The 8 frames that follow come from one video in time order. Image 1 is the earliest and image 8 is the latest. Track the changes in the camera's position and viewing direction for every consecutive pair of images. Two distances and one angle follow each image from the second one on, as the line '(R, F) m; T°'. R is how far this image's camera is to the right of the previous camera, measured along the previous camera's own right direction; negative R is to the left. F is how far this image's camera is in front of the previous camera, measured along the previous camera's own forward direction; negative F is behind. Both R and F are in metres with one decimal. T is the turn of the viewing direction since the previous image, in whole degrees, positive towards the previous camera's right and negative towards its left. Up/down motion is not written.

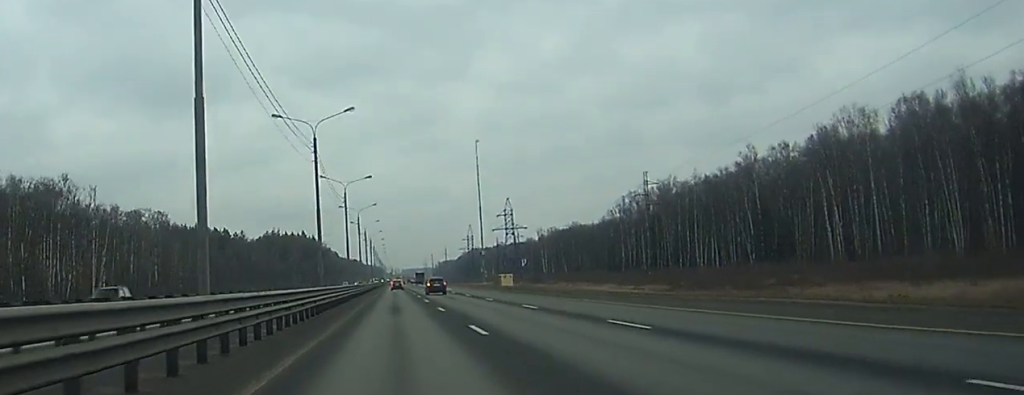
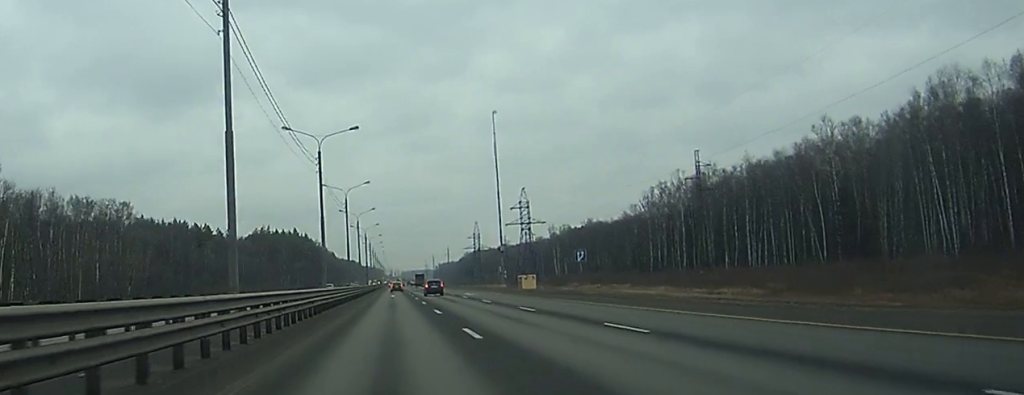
(+0.1, +32.8) m; 0°
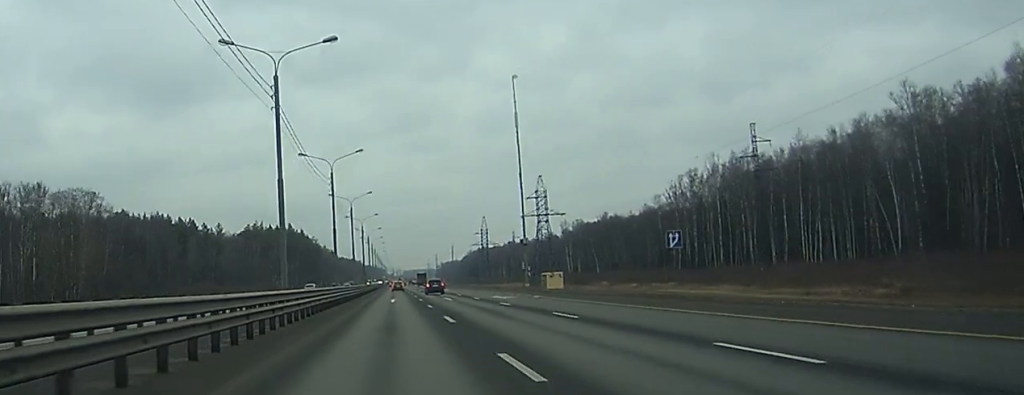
(0.0, +24.7) m; 0°
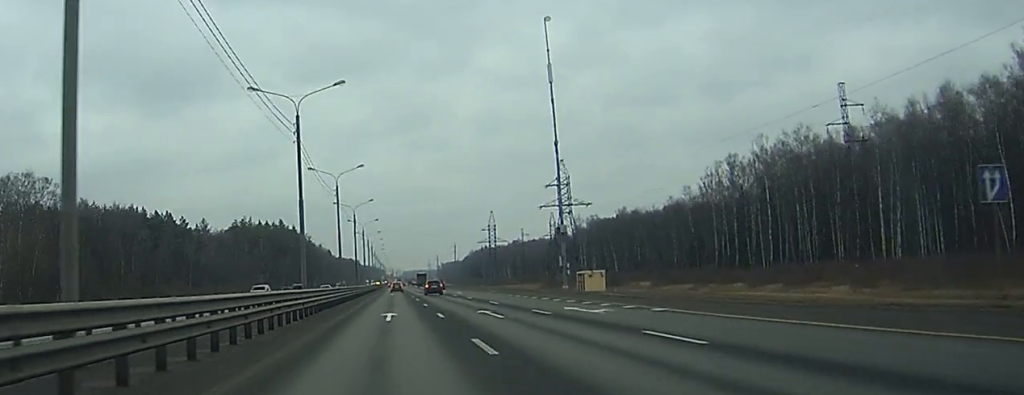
(0.0, +27.9) m; 0°
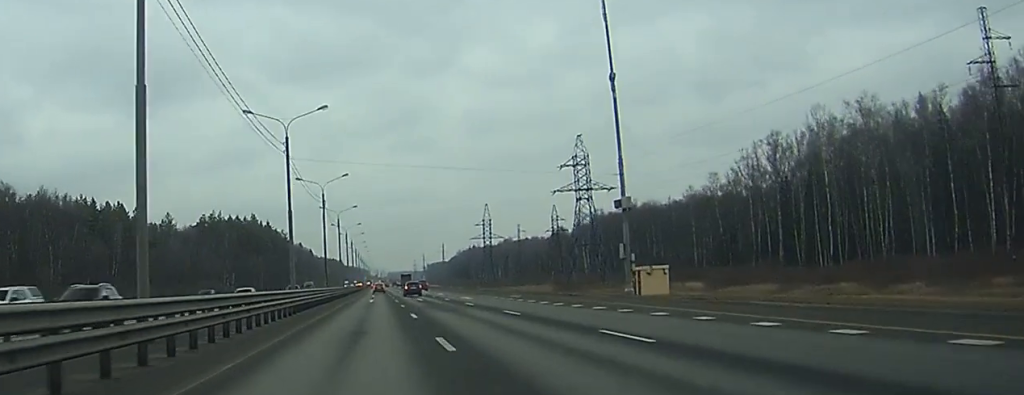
(+0.2, +31.1) m; 0°
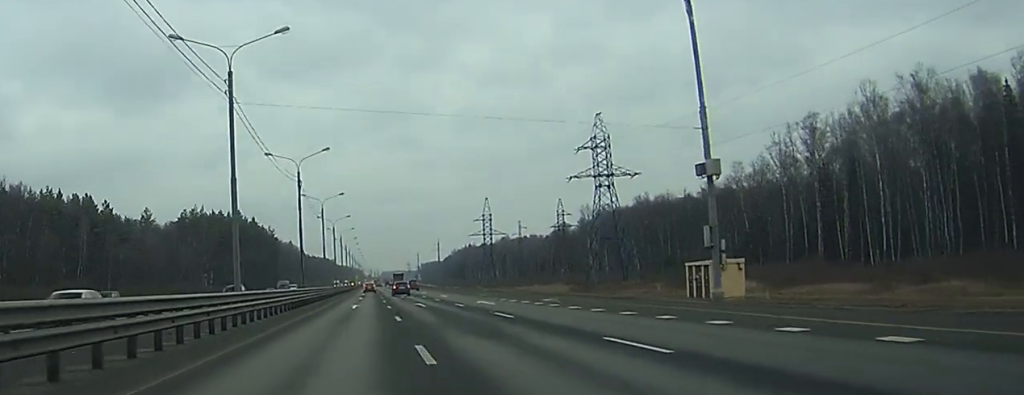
(0.0, +18.8) m; 0°
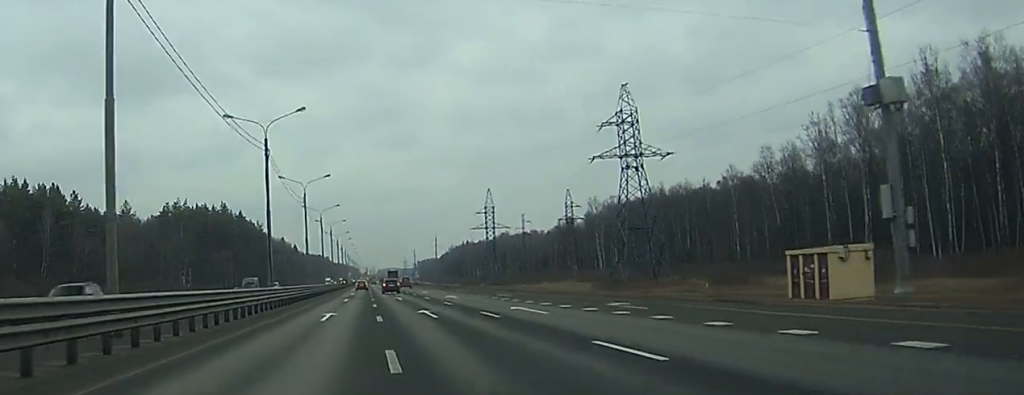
(0.0, +17.6) m; 0°
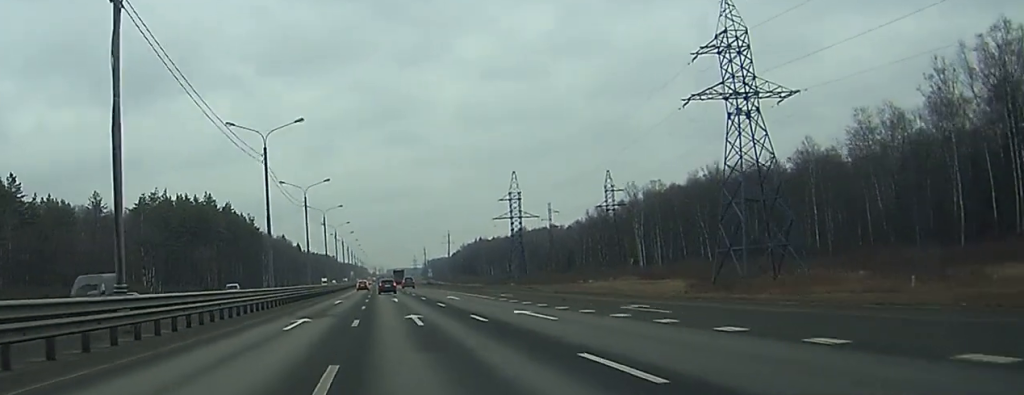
(-0.2, +35.0) m; 0°
